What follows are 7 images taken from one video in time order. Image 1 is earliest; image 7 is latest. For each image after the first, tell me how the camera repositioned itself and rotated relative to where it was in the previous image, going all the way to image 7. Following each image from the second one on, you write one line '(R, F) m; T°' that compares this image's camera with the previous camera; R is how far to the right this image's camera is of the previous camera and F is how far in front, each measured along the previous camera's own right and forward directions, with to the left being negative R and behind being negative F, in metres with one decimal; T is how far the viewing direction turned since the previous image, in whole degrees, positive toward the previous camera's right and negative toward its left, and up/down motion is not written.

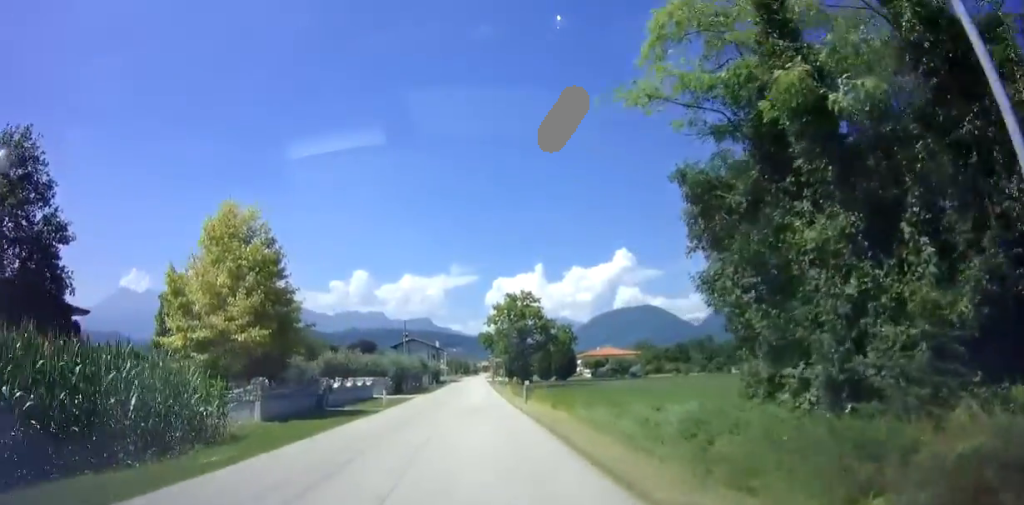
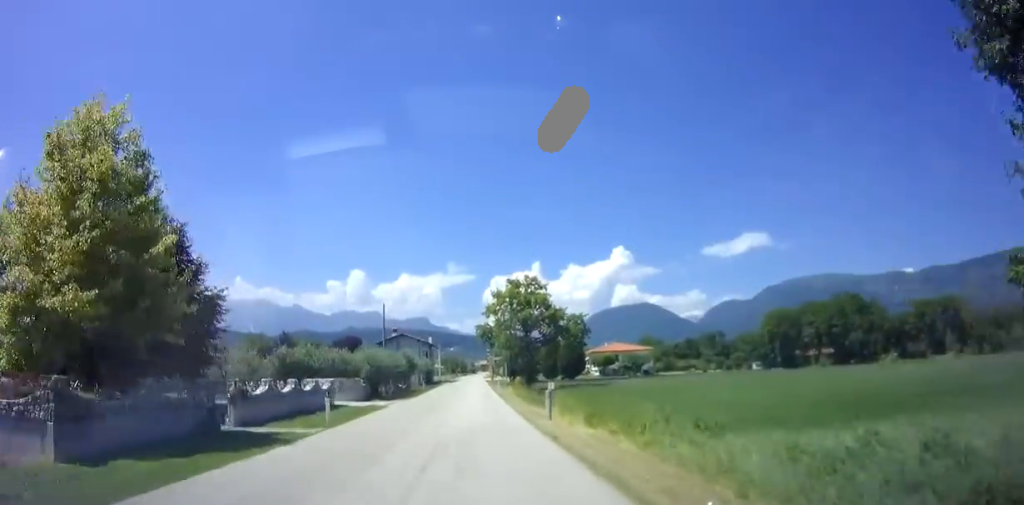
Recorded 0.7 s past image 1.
(+0.1, +9.6) m; +1°
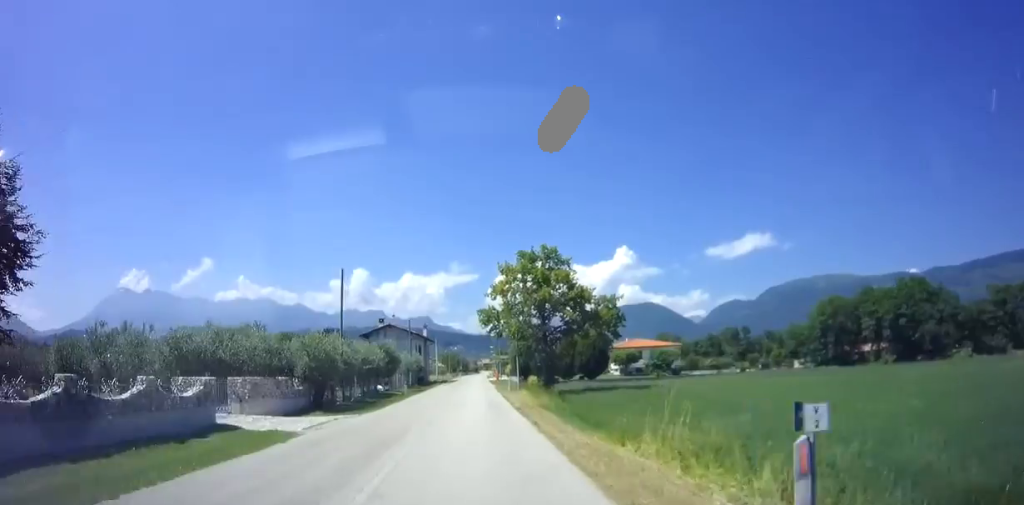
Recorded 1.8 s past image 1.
(+0.1, +13.6) m; 0°
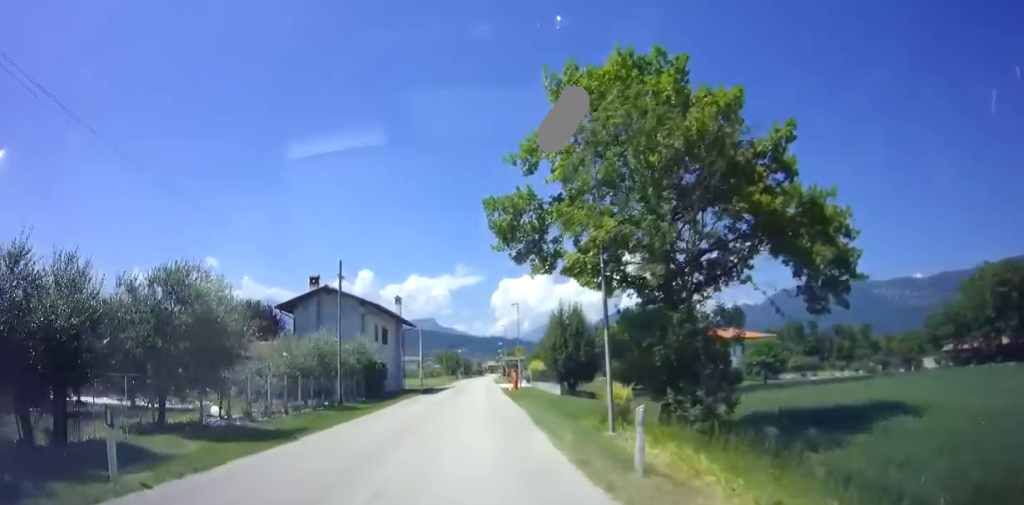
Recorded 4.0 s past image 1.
(-0.5, +28.7) m; 0°
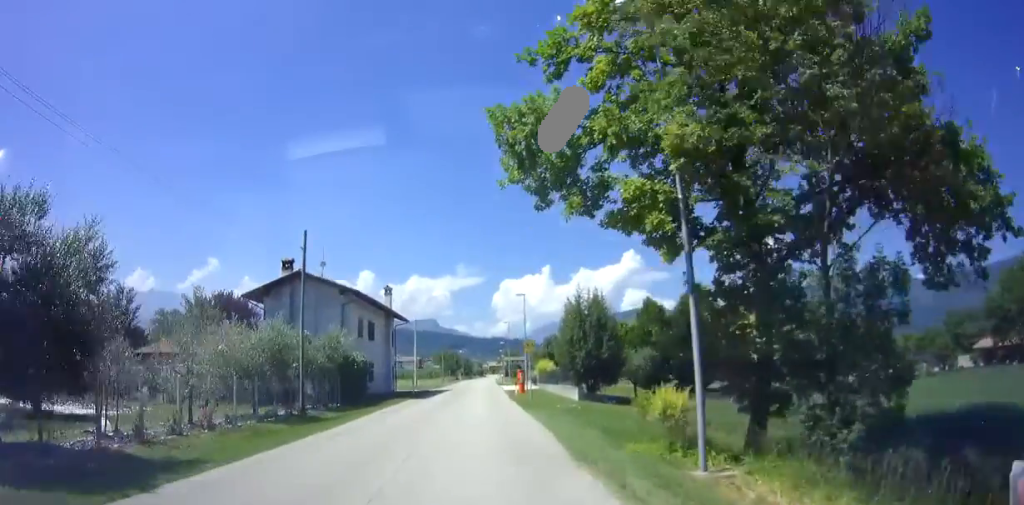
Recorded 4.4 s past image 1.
(+0.1, +5.6) m; 0°
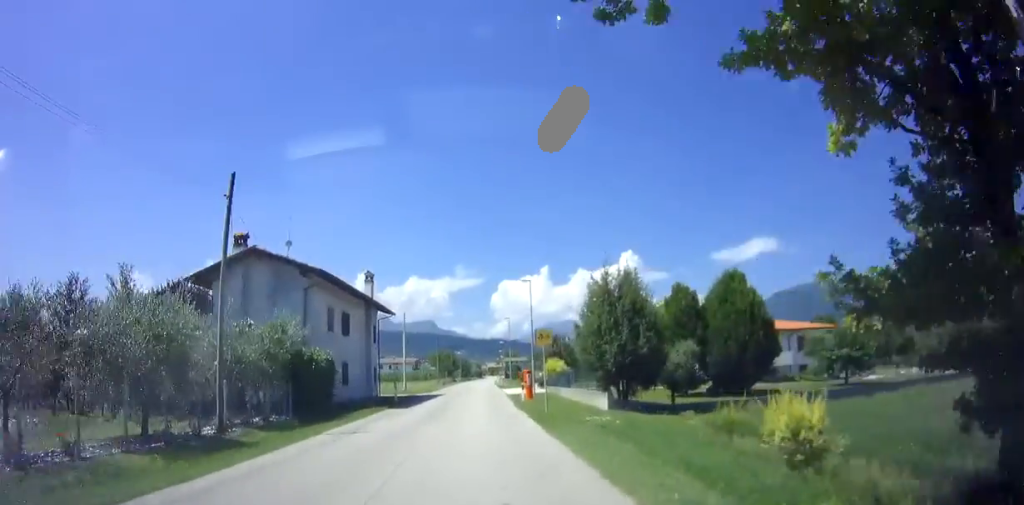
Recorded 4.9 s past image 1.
(+0.1, +6.4) m; 0°
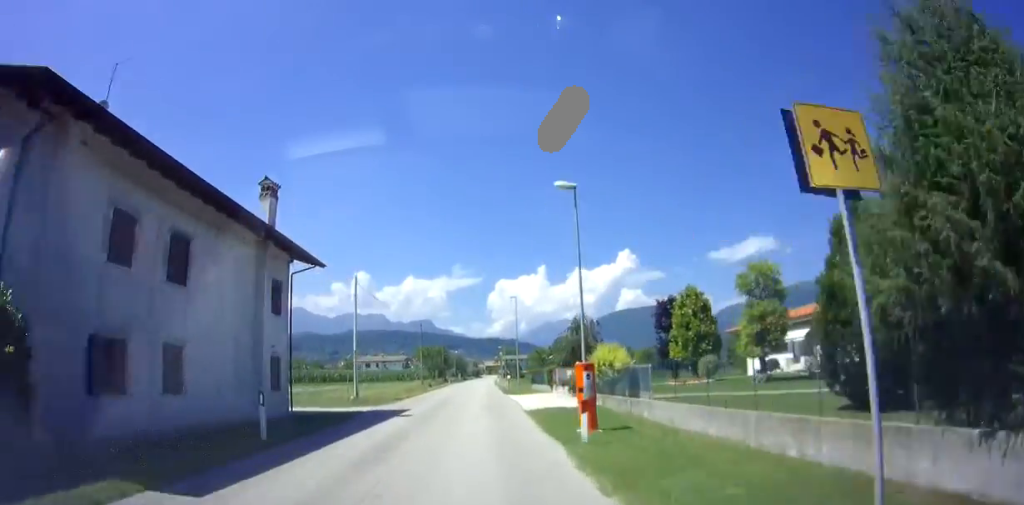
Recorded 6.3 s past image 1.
(-0.2, +17.5) m; -1°
